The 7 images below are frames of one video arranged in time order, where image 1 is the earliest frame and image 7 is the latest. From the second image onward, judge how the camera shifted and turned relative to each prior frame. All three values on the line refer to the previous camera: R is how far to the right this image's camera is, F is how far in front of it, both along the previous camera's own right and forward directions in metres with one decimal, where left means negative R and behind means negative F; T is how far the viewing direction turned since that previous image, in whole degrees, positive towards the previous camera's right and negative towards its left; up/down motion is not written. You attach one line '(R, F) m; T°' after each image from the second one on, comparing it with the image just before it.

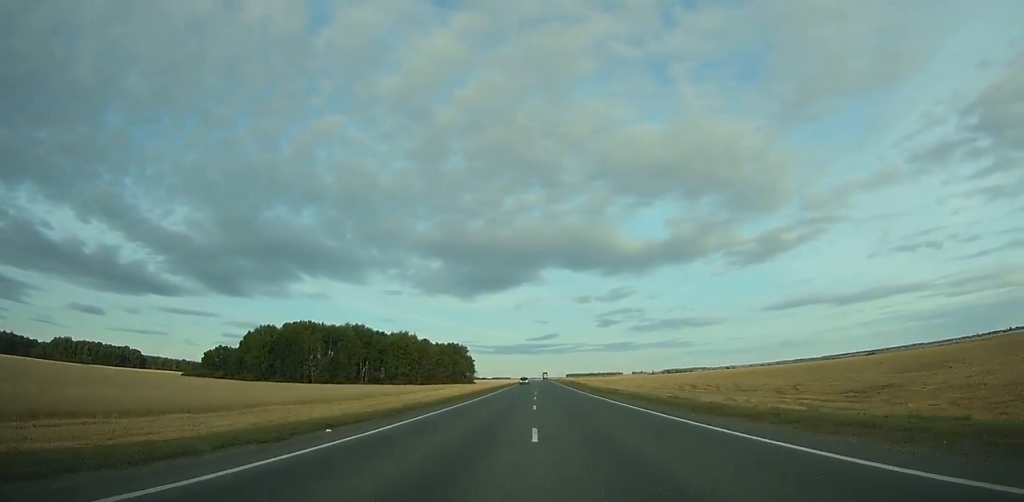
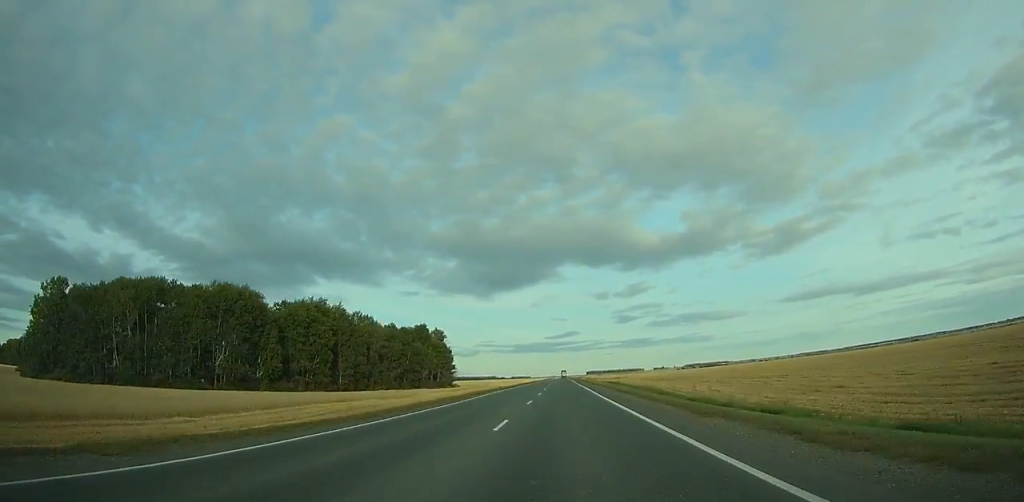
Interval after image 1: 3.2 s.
(+1.0, +90.8) m; +1°
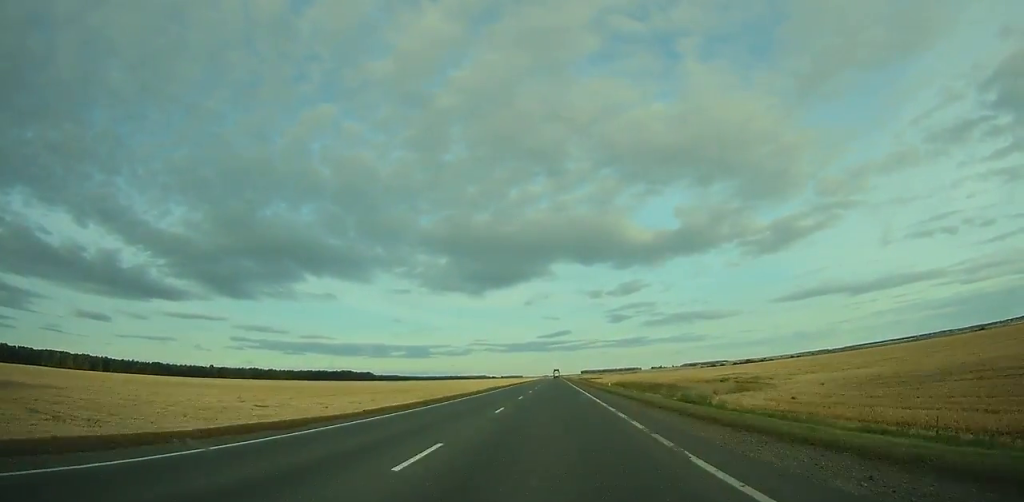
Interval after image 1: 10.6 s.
(-0.3, +212.9) m; 0°
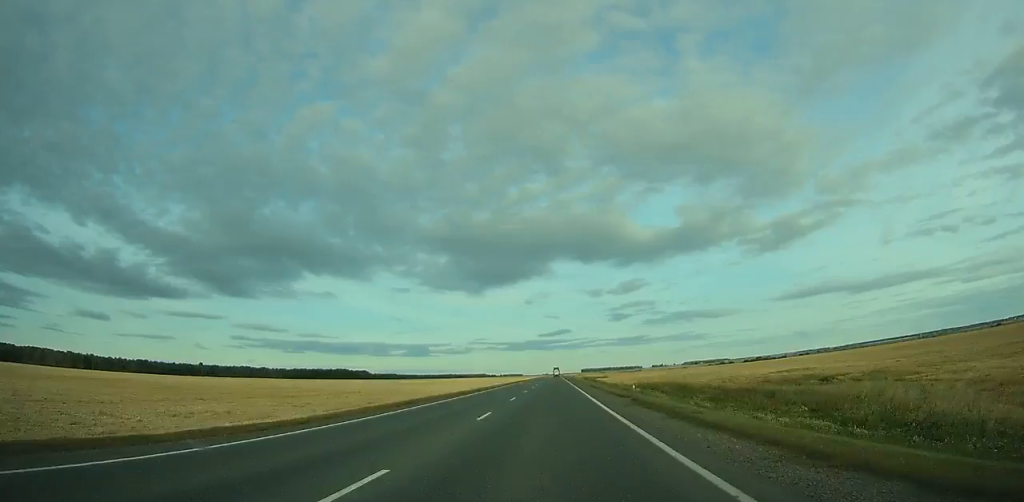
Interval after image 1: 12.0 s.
(0.0, +39.8) m; 0°
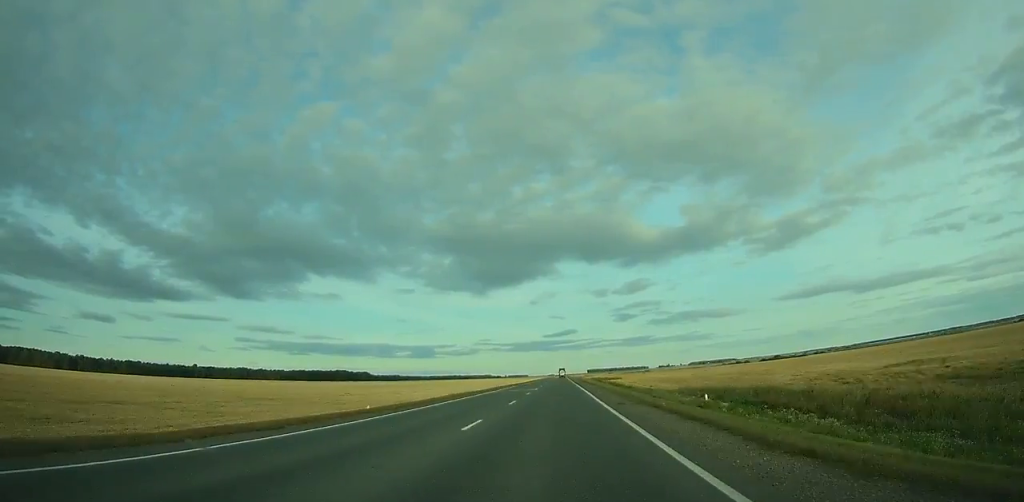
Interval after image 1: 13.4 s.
(0.0, +40.0) m; 0°
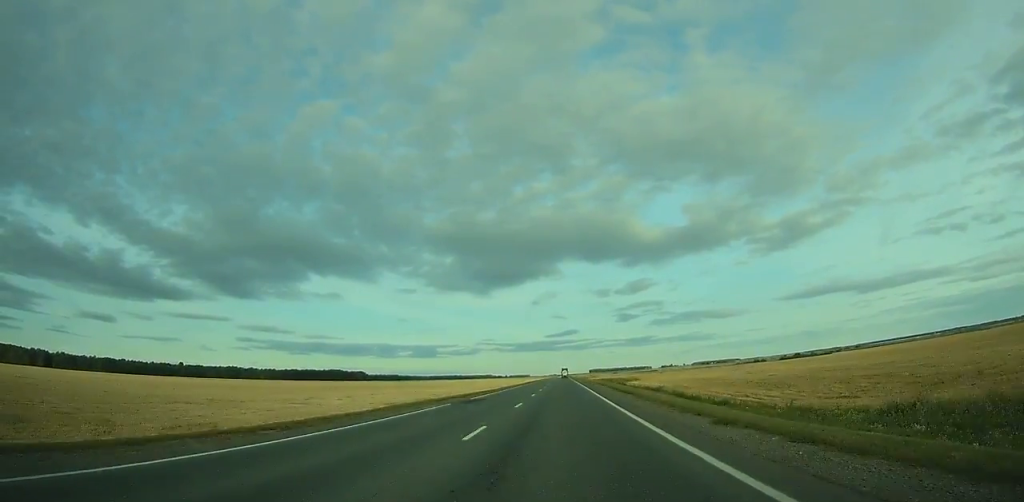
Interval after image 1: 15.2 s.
(-0.1, +52.1) m; 0°
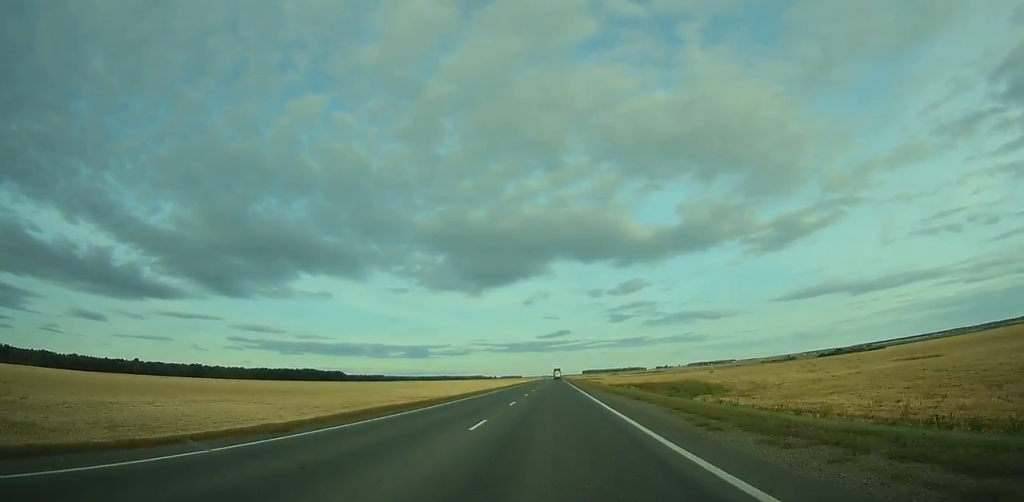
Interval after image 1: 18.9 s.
(0.0, +106.8) m; 0°
